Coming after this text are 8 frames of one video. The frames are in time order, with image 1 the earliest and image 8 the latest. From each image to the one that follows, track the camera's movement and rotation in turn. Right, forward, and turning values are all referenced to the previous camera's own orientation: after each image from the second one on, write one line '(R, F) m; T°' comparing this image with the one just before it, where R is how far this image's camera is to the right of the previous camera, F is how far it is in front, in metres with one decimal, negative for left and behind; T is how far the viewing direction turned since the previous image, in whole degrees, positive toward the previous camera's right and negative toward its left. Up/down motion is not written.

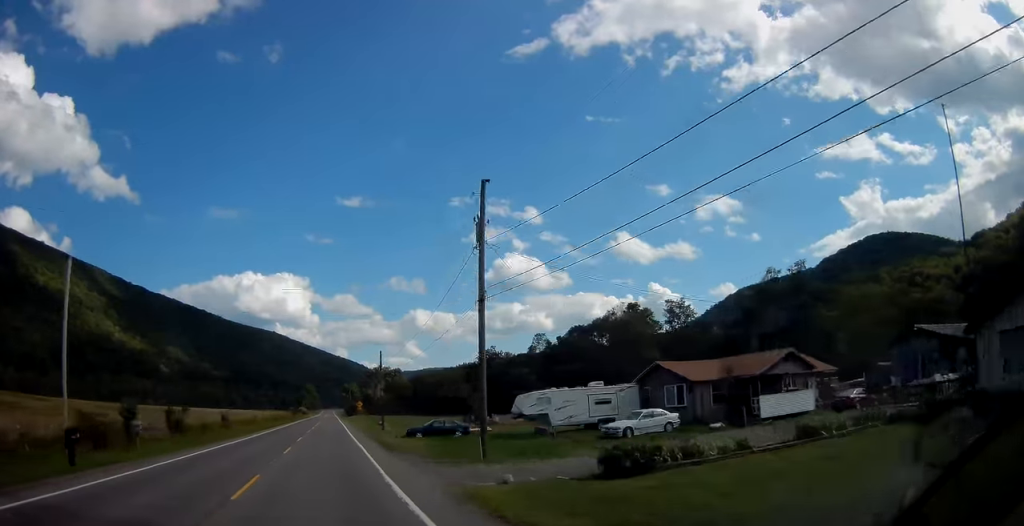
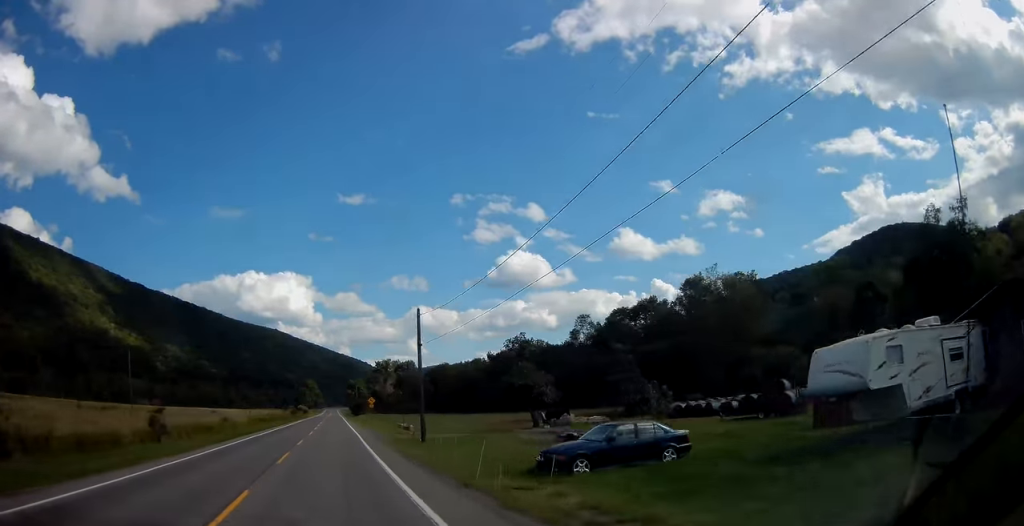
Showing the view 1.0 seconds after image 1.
(0.0, +25.2) m; 0°
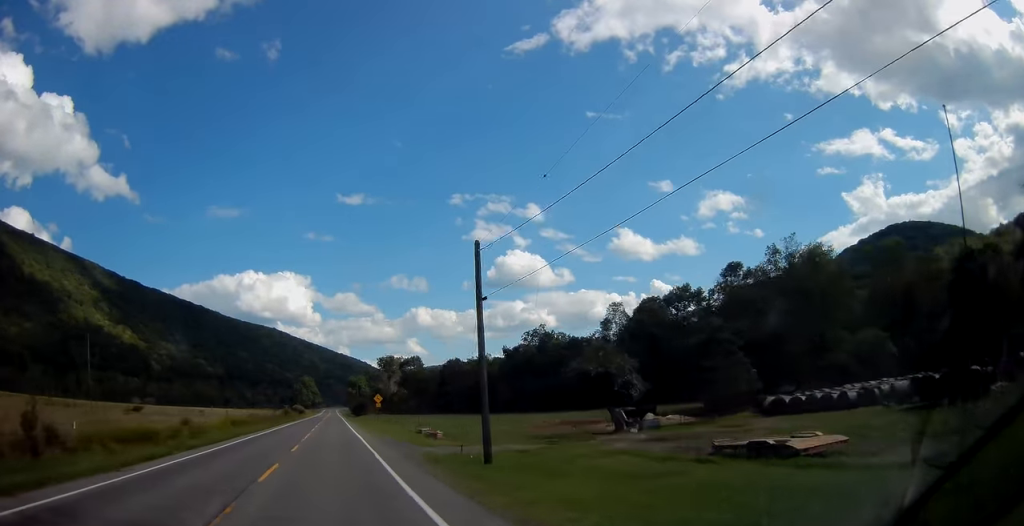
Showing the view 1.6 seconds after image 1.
(0.0, +15.6) m; 0°
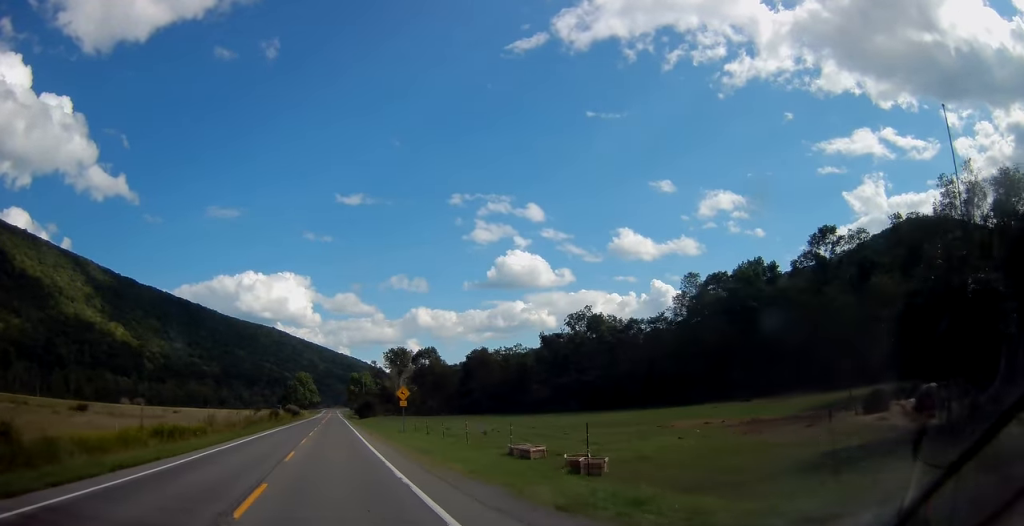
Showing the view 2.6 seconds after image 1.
(+0.1, +25.9) m; 0°
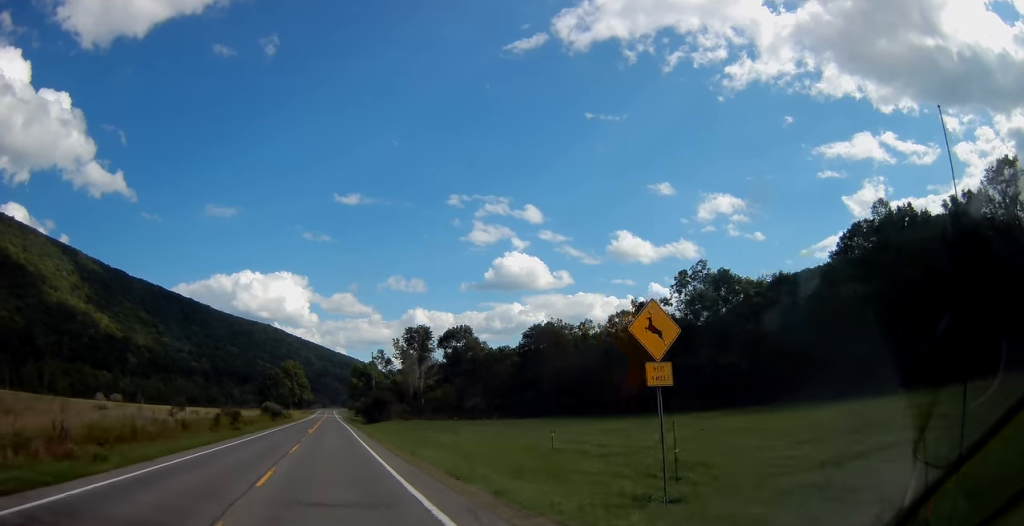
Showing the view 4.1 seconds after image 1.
(0.0, +39.7) m; 0°
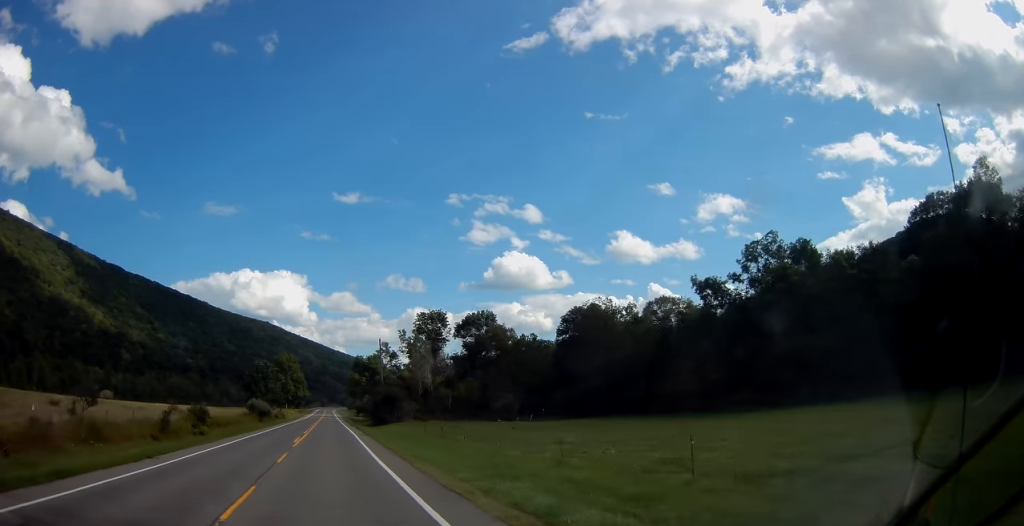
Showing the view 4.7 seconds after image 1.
(0.0, +15.5) m; 0°
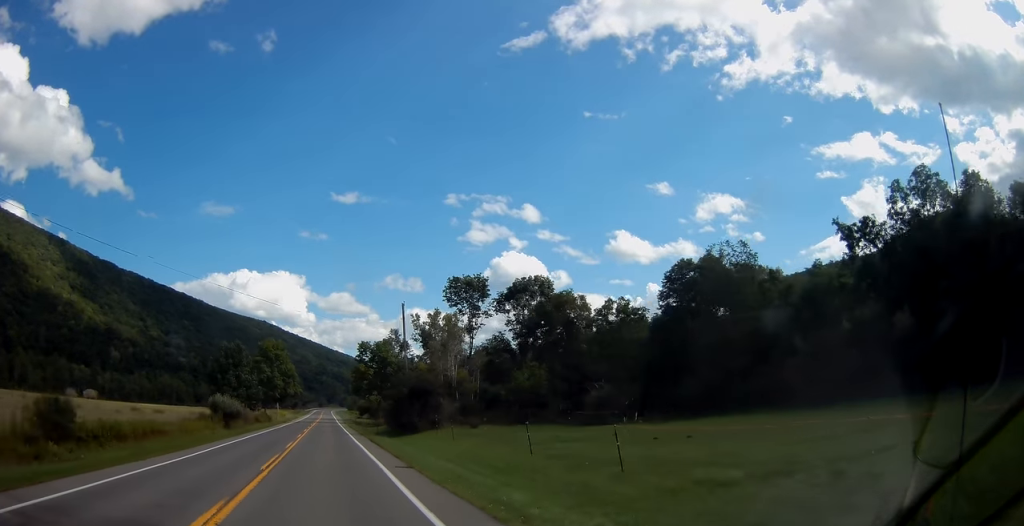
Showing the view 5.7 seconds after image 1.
(+0.1, +25.0) m; 0°
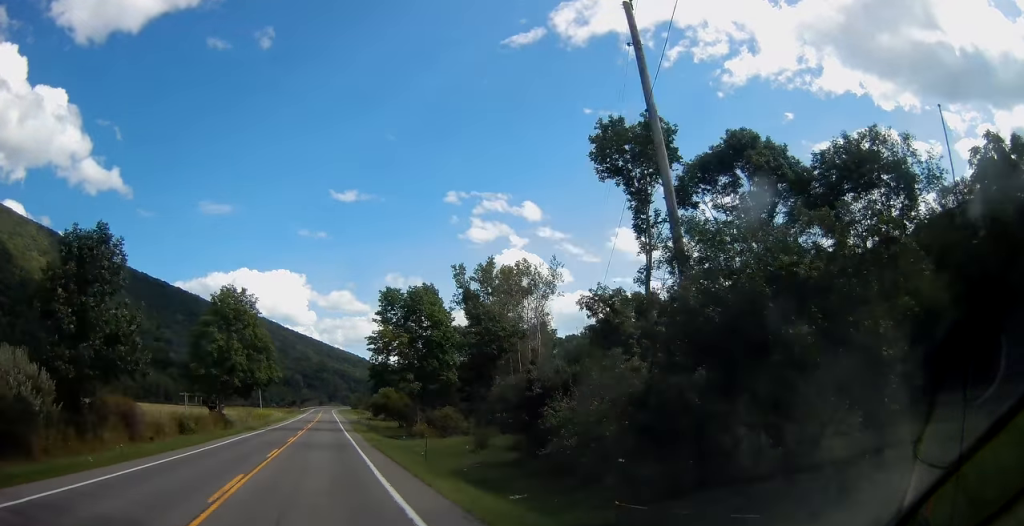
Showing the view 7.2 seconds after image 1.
(0.0, +39.5) m; -1°
